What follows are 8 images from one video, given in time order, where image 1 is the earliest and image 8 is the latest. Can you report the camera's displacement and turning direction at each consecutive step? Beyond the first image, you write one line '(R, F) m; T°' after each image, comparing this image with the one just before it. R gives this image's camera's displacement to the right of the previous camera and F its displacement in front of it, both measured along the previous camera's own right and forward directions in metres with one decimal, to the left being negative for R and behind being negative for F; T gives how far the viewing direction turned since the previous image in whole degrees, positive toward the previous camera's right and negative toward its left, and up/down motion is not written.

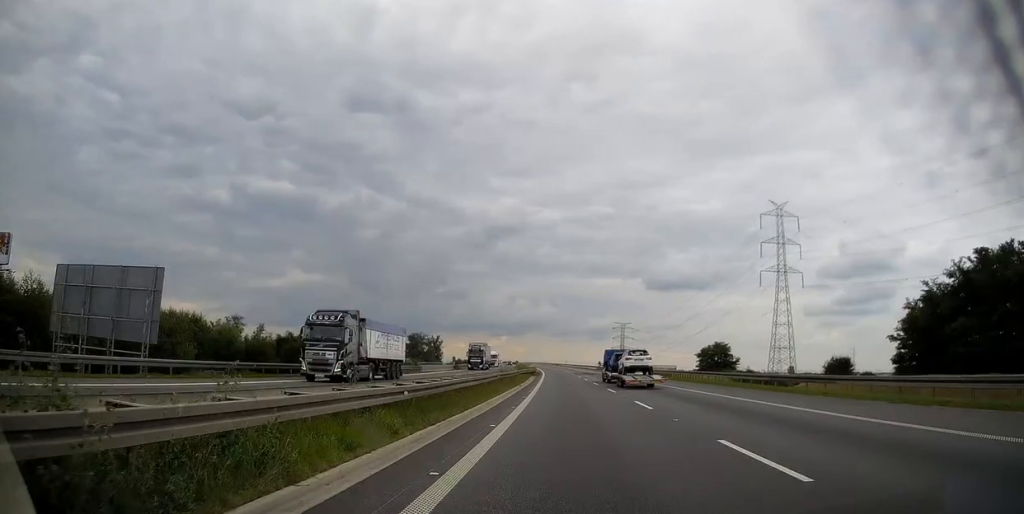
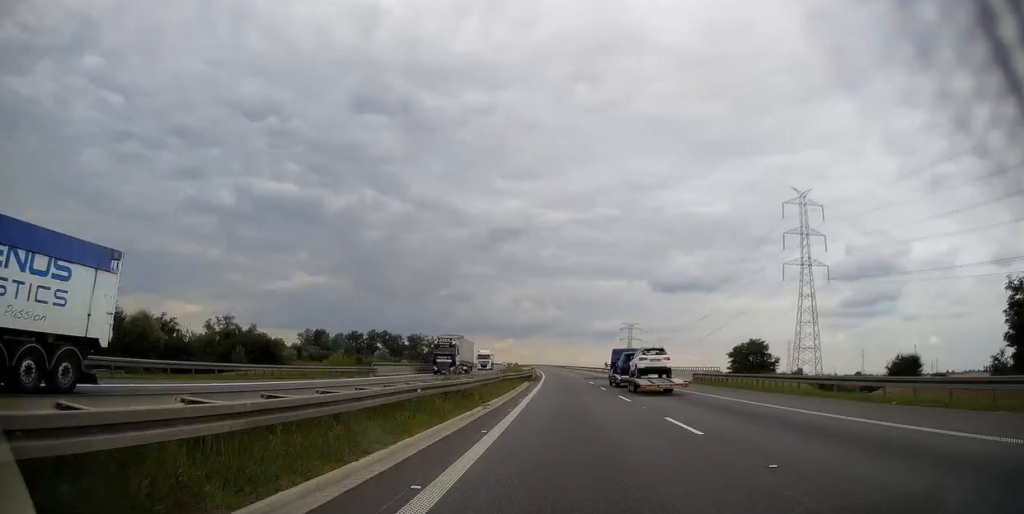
(0.0, +18.9) m; 0°
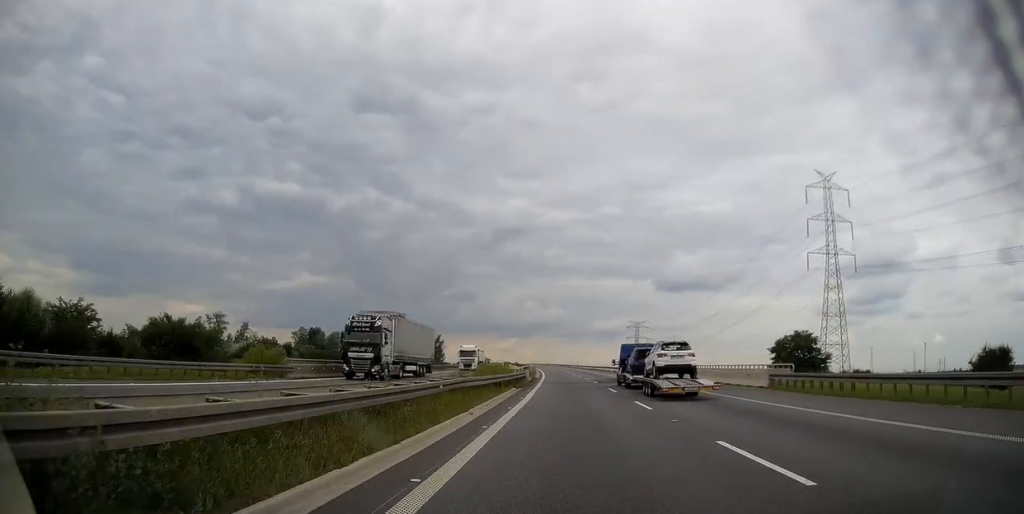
(-0.2, +17.6) m; -1°
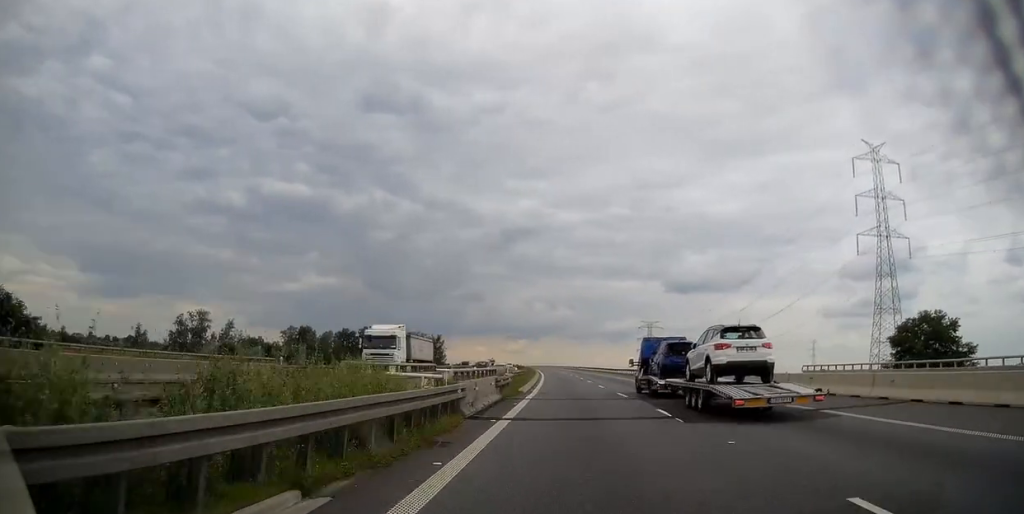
(-0.3, +29.0) m; -1°
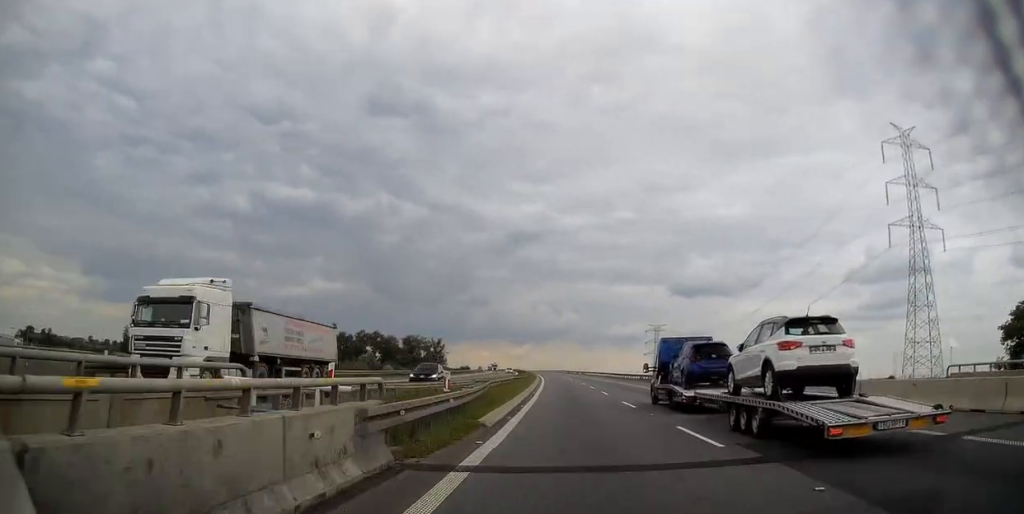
(0.0, +15.1) m; 0°
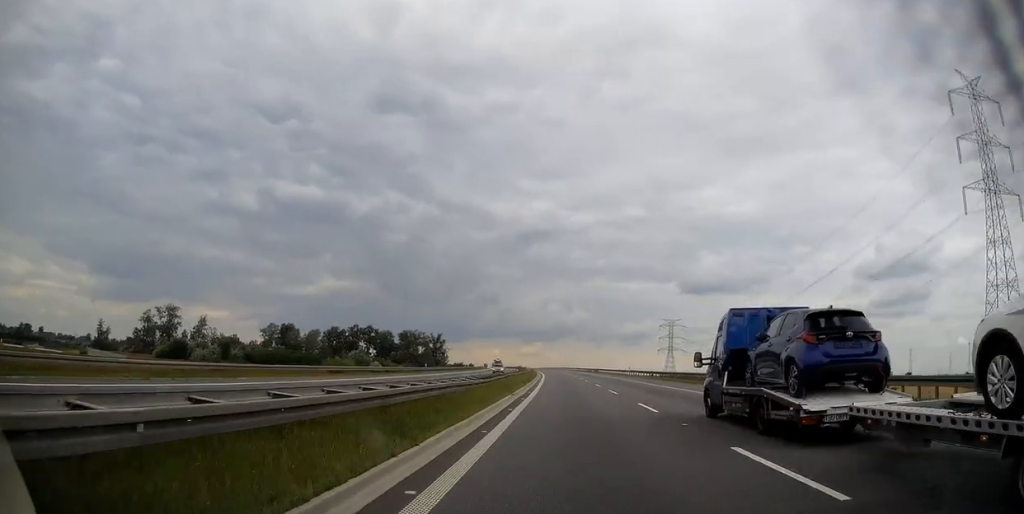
(-0.3, +28.9) m; -1°
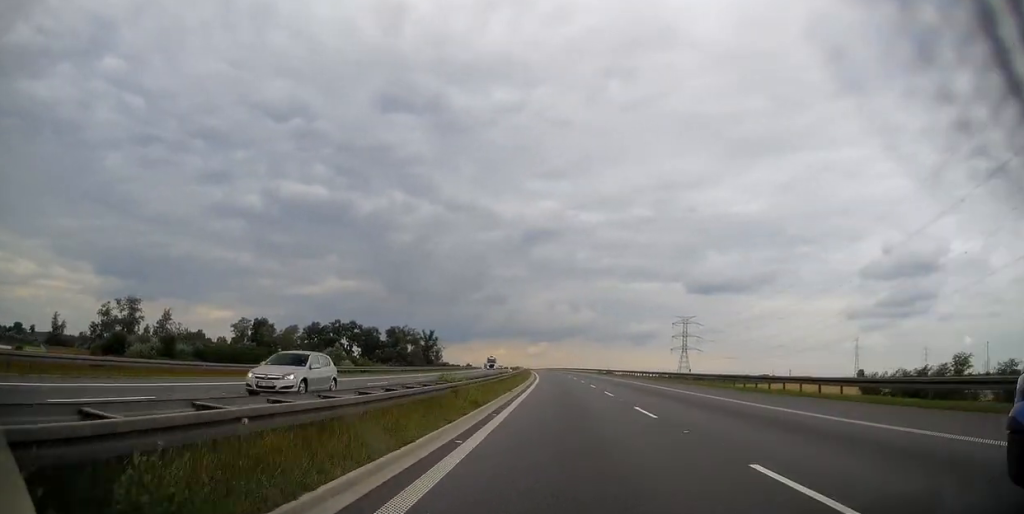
(-0.4, +37.7) m; -1°
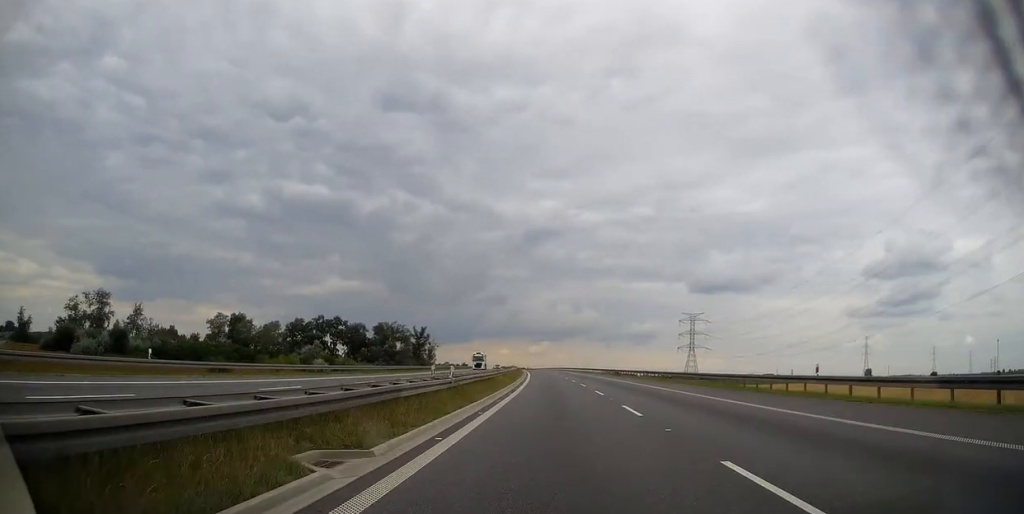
(-0.1, +23.9) m; 0°
